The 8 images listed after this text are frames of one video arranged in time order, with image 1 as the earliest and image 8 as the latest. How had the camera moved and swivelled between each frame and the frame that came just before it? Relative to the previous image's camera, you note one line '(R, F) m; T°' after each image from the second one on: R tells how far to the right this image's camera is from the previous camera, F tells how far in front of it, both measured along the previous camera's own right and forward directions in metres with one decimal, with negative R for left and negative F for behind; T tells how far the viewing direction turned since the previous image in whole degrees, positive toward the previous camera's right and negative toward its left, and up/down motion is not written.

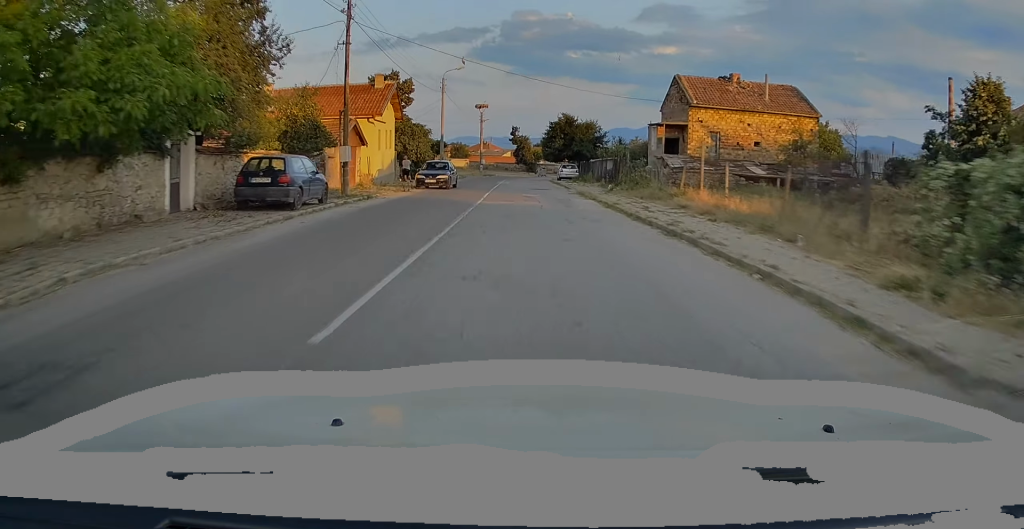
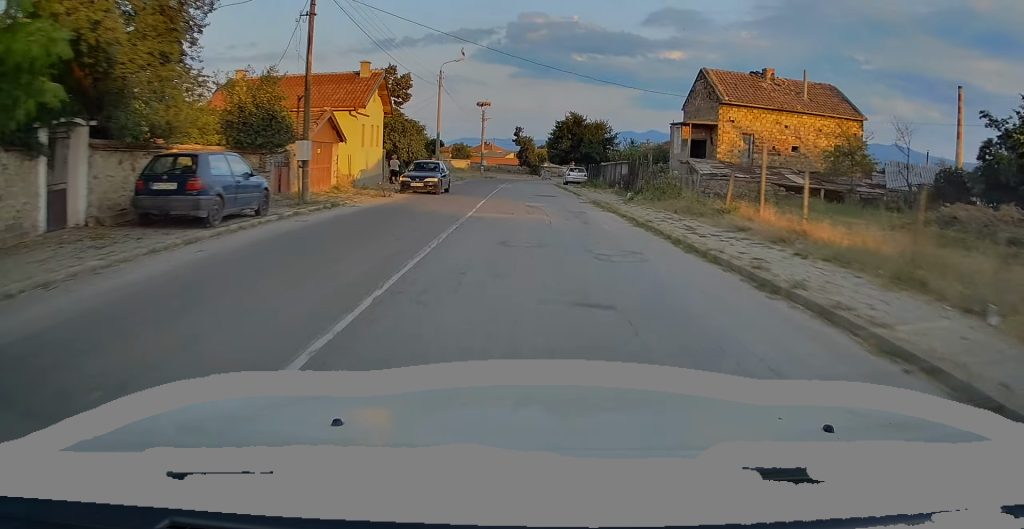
(-0.2, +5.0) m; -1°
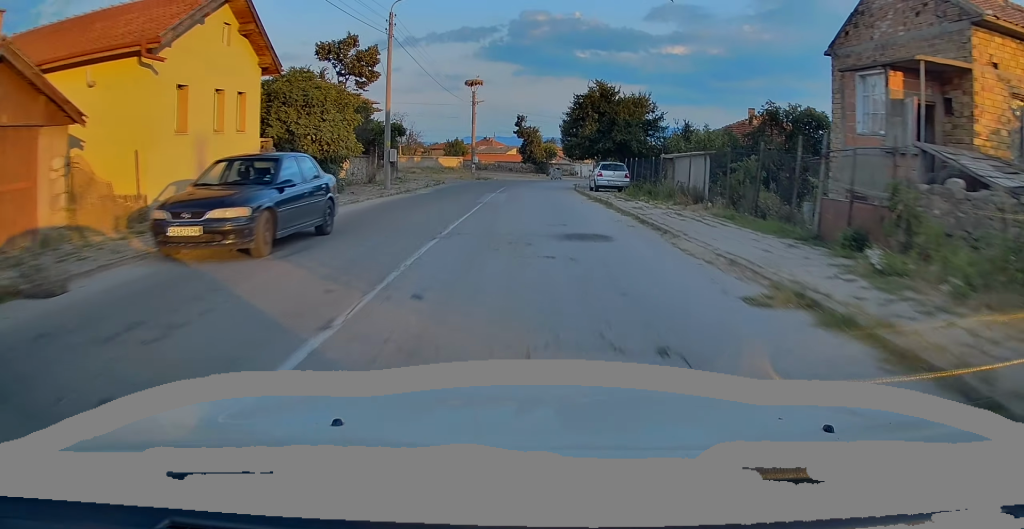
(-0.4, +19.1) m; -1°
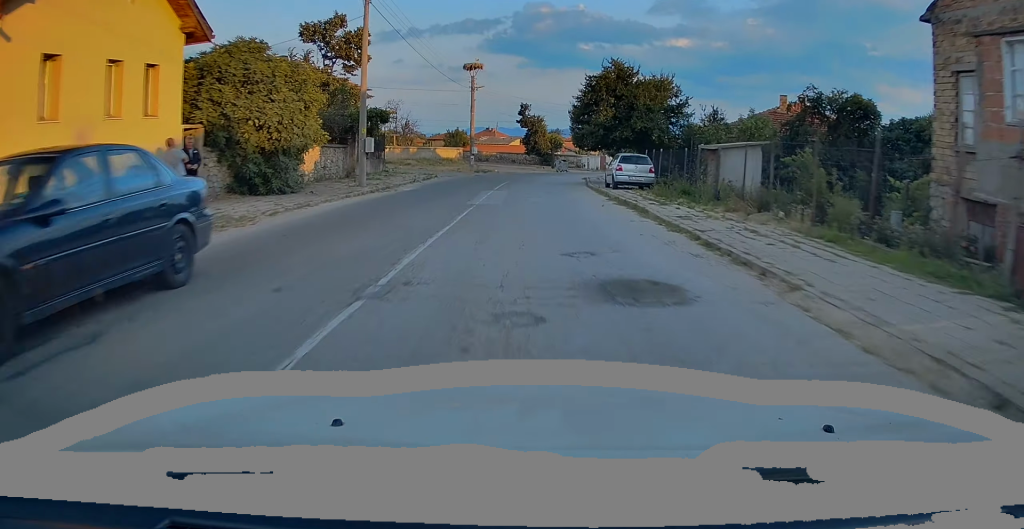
(0.0, +5.4) m; +1°
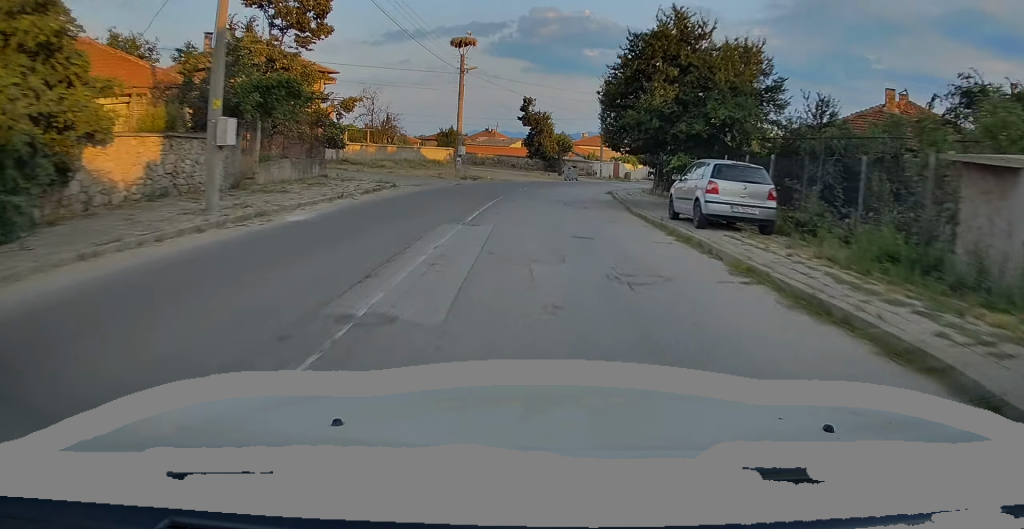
(+0.3, +12.9) m; +2°
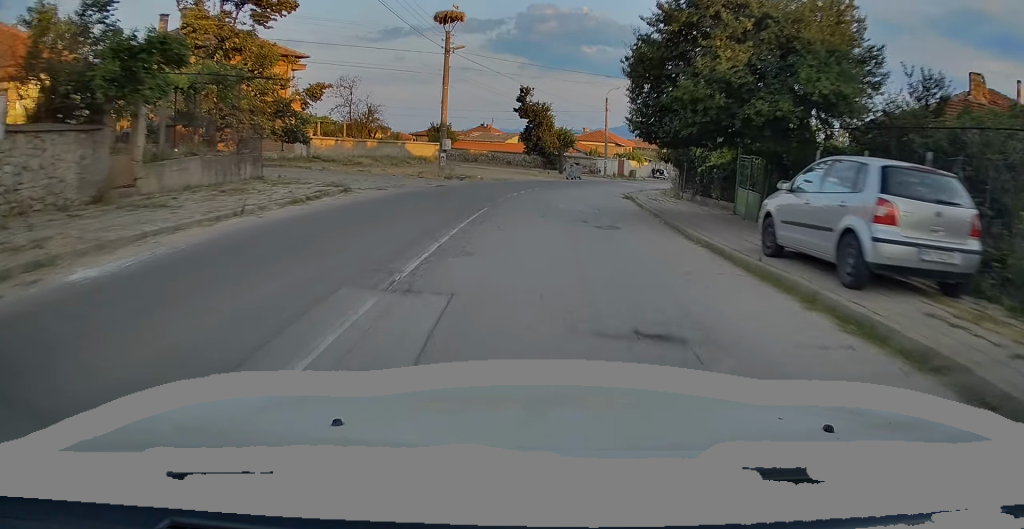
(+0.1, +6.7) m; +1°
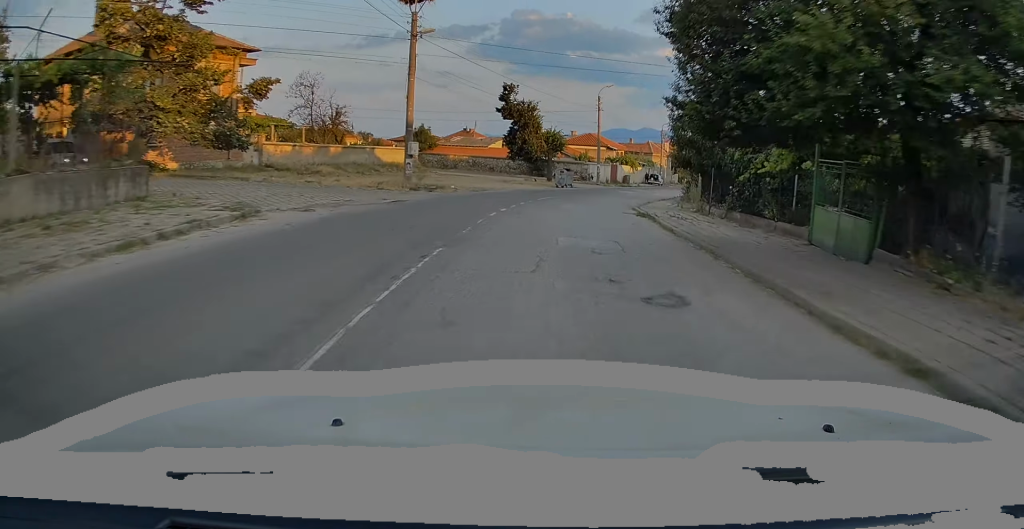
(0.0, +6.4) m; +1°
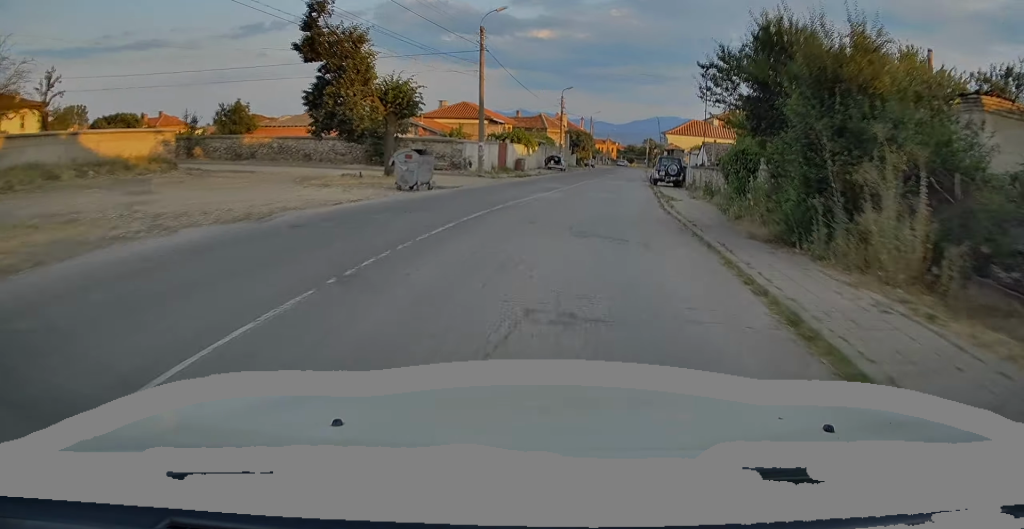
(+1.2, +24.5) m; +7°
